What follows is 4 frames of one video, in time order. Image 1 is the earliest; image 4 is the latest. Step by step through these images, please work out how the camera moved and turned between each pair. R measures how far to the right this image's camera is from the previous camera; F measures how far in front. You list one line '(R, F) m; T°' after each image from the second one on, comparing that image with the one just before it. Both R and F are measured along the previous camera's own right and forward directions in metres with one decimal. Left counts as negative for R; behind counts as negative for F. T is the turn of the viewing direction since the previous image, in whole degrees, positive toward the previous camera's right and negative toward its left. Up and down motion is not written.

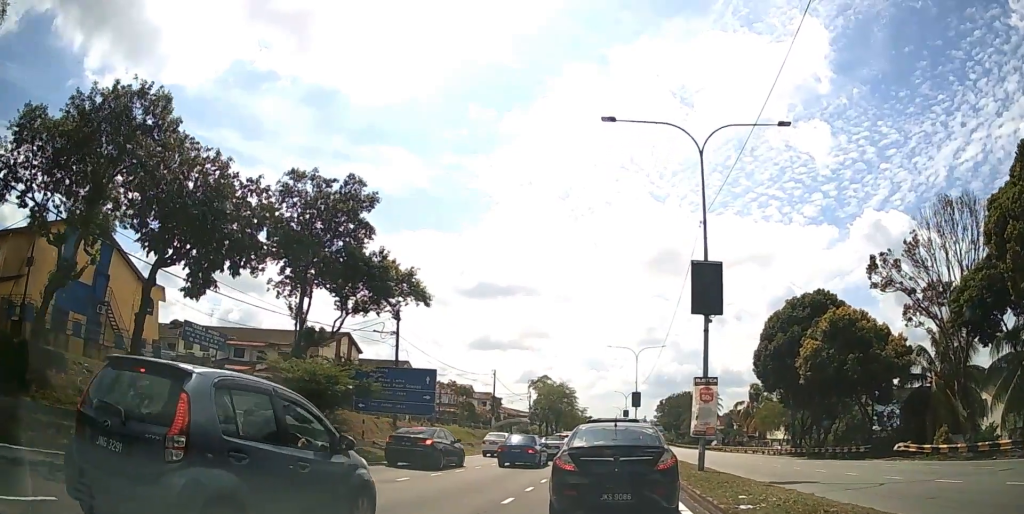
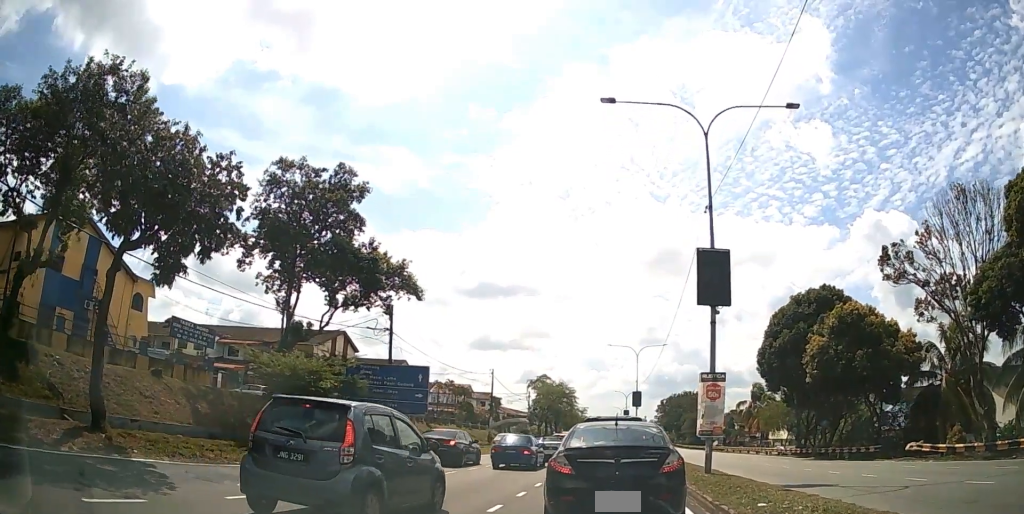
(0.0, +0.9) m; 0°
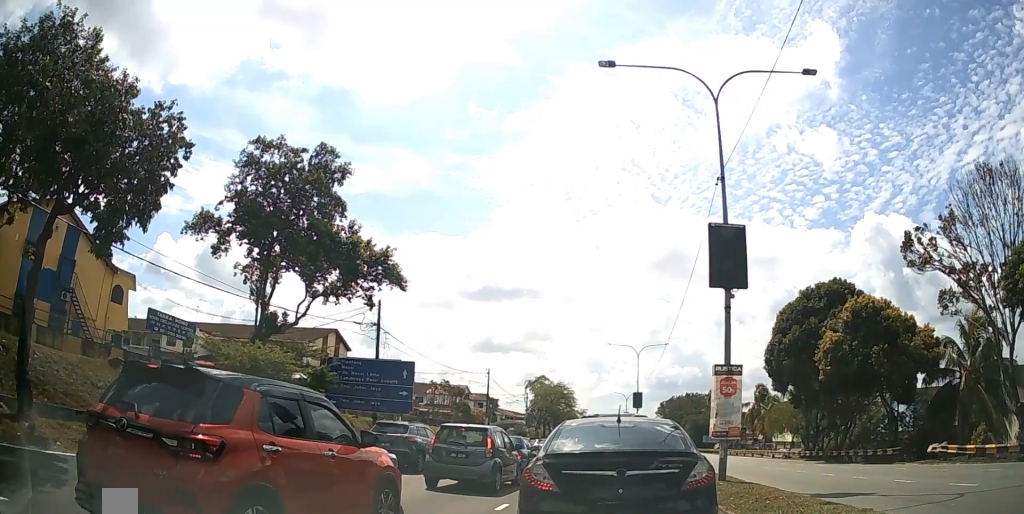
(+0.1, +1.1) m; 0°
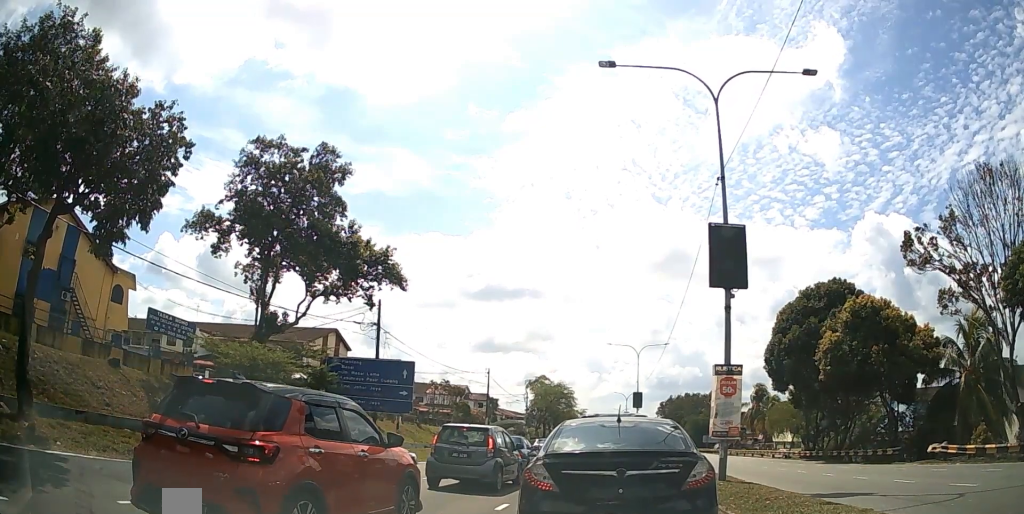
(0.0, 0.0) m; 0°
